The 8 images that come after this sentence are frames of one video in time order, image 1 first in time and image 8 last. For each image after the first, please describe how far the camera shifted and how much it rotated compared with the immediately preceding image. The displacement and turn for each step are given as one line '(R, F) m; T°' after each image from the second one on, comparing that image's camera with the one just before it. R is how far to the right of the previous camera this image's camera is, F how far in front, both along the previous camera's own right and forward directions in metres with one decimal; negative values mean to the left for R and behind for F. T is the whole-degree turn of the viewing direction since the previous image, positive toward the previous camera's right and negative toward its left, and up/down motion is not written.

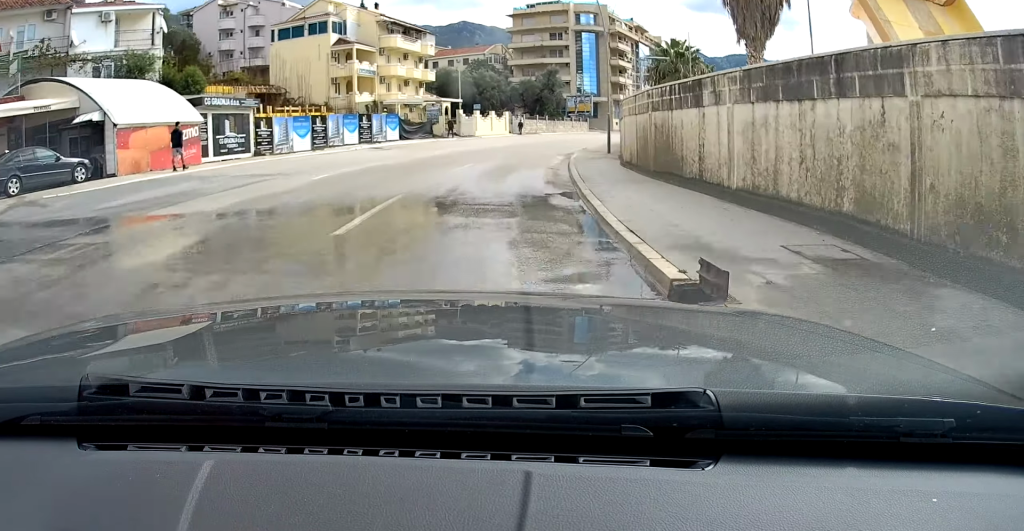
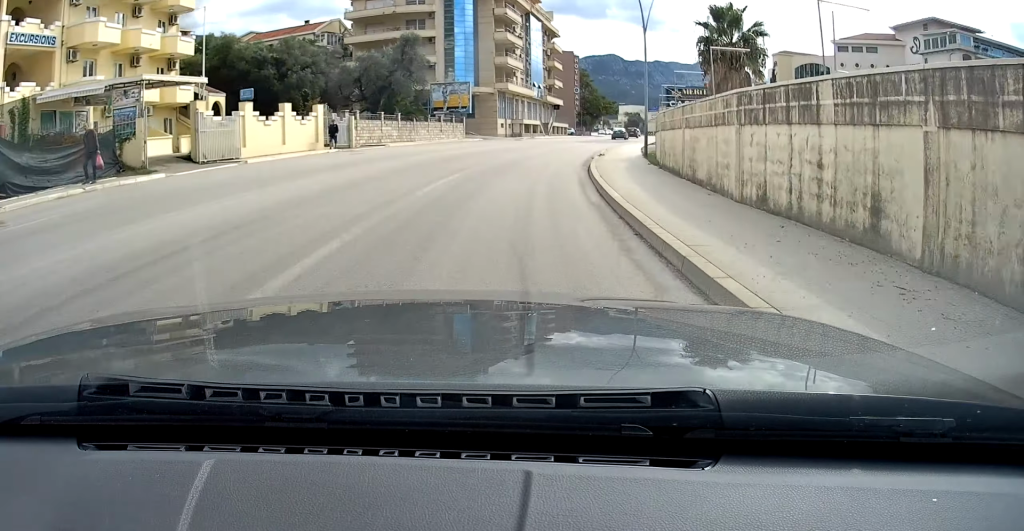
(+3.1, +35.5) m; +12°
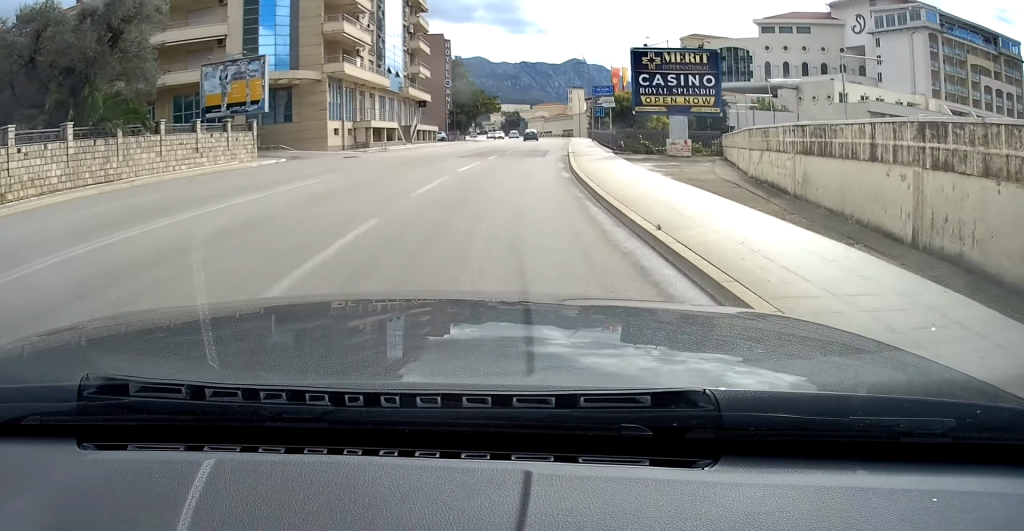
(+2.7, +28.4) m; +11°
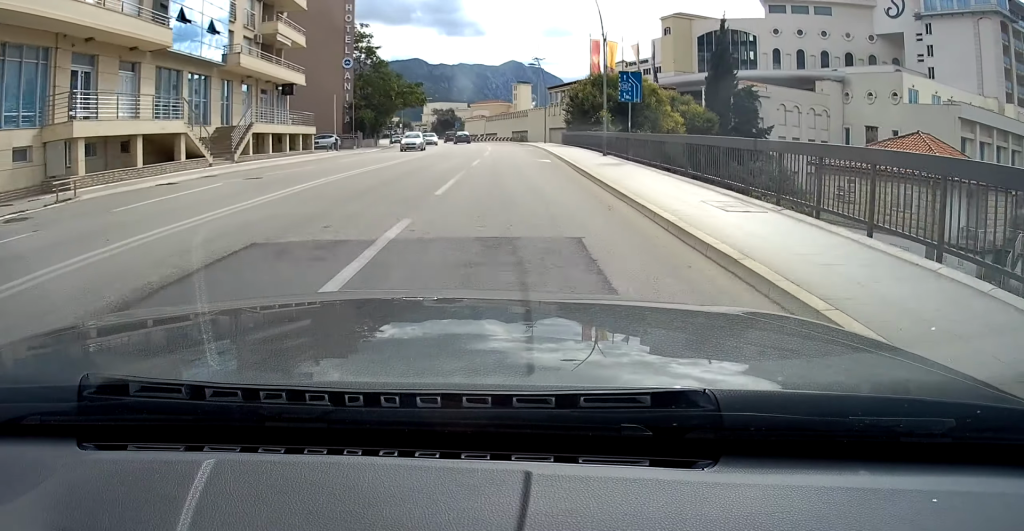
(+3.1, +32.9) m; +7°
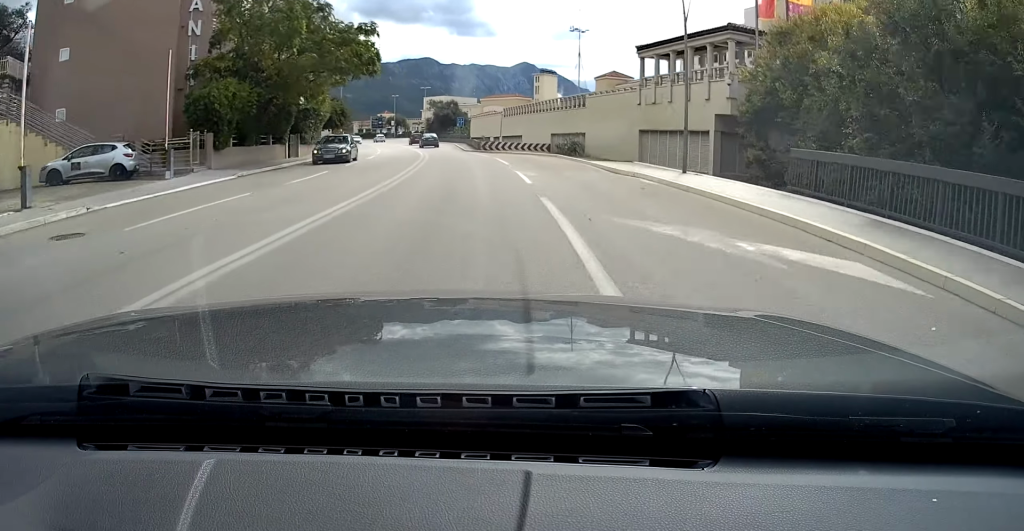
(+0.5, +37.4) m; -1°
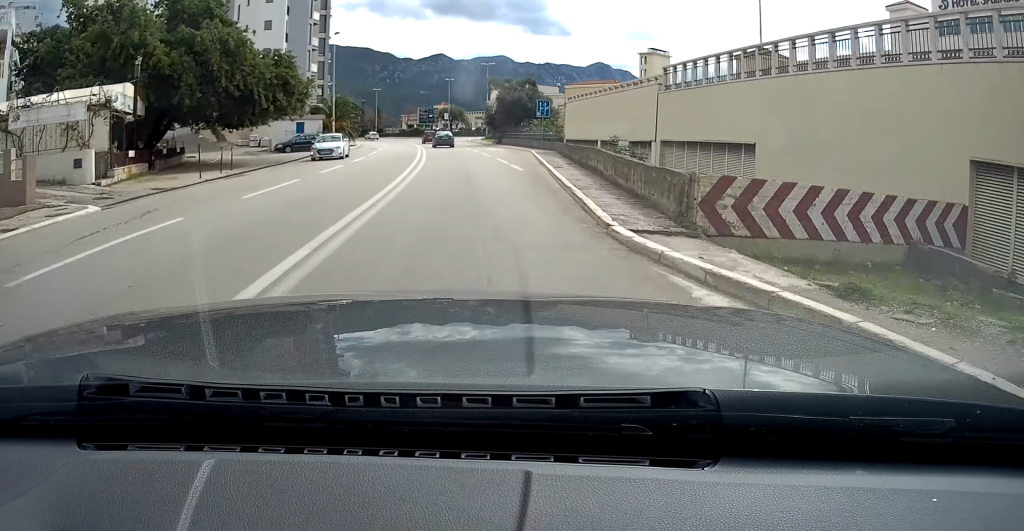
(-1.5, +40.1) m; -5°
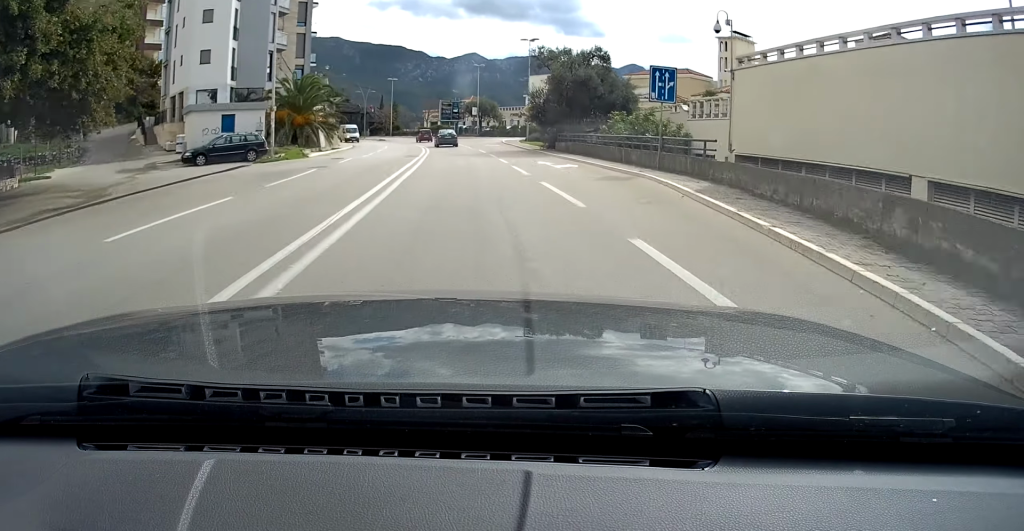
(-0.6, +23.5) m; -3°
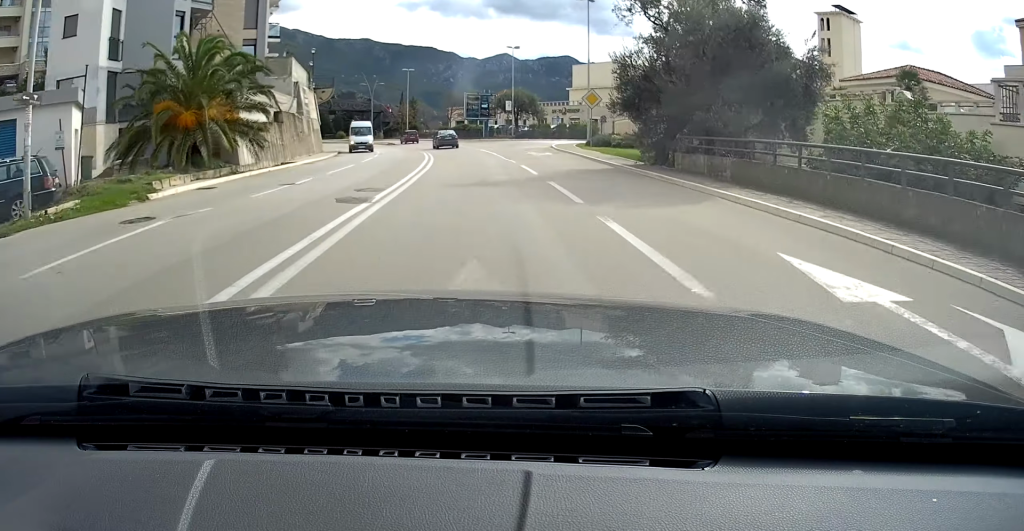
(-0.5, +20.8) m; -3°
